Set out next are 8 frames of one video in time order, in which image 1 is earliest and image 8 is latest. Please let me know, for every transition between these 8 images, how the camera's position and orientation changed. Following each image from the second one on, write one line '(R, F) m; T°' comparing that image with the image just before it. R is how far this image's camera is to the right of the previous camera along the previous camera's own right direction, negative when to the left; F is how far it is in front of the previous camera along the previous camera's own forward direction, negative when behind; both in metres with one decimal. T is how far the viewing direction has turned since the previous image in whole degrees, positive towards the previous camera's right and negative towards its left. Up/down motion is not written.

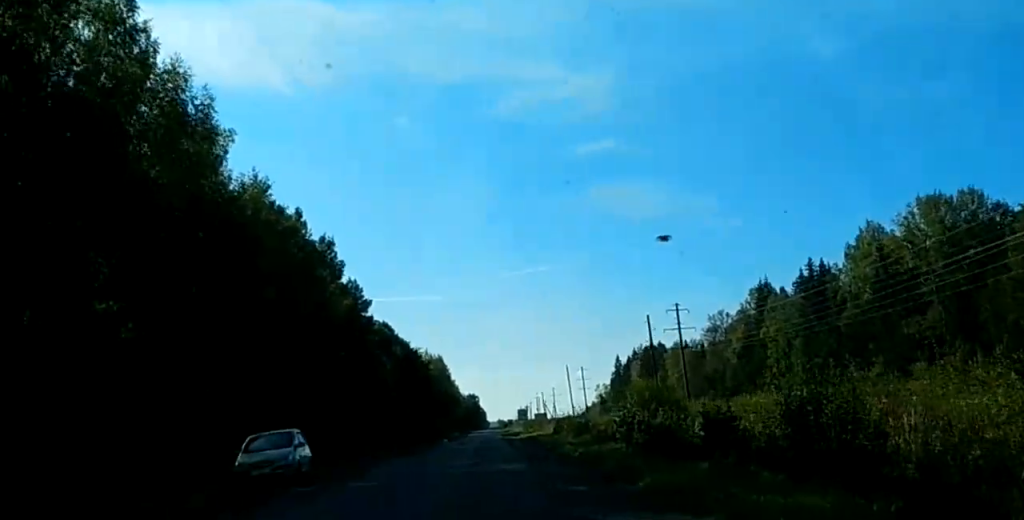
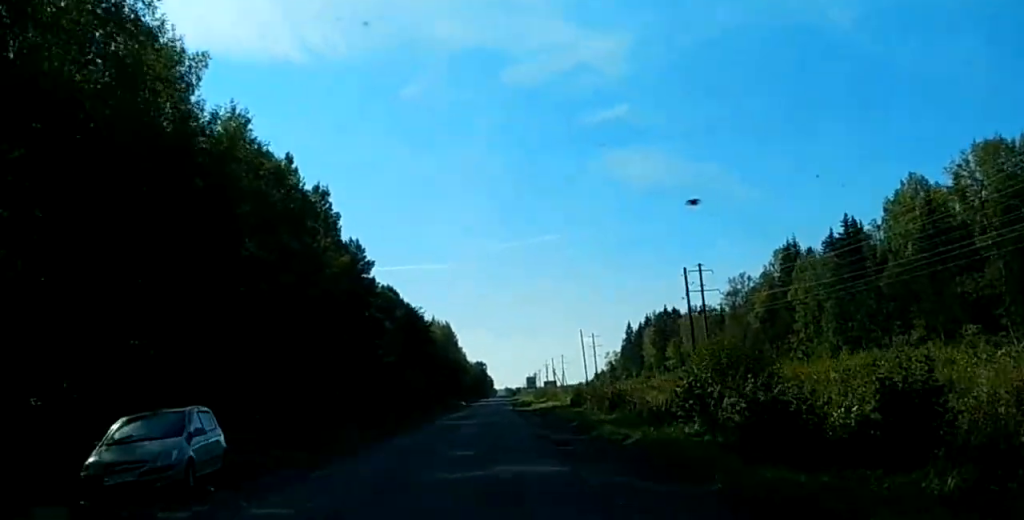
(0.0, +10.2) m; 0°
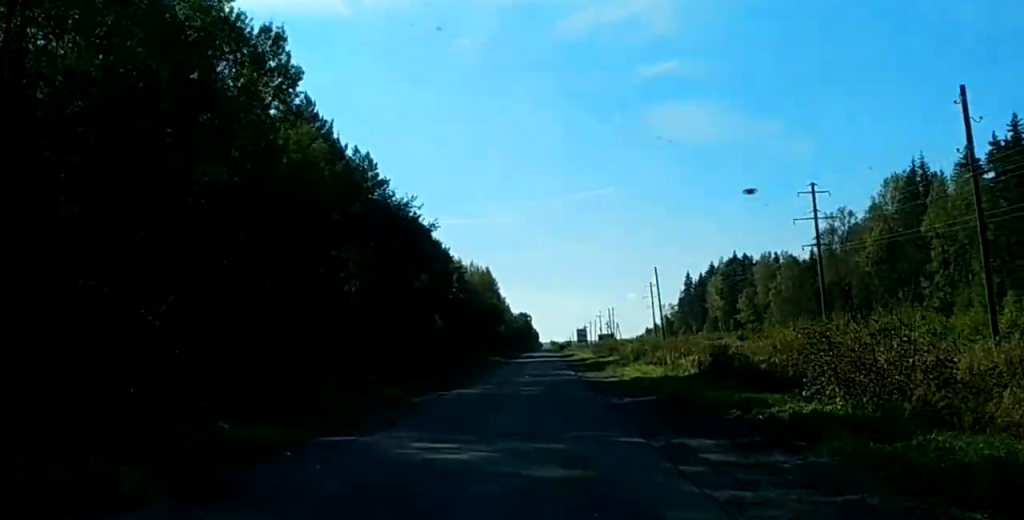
(0.0, +33.8) m; +1°
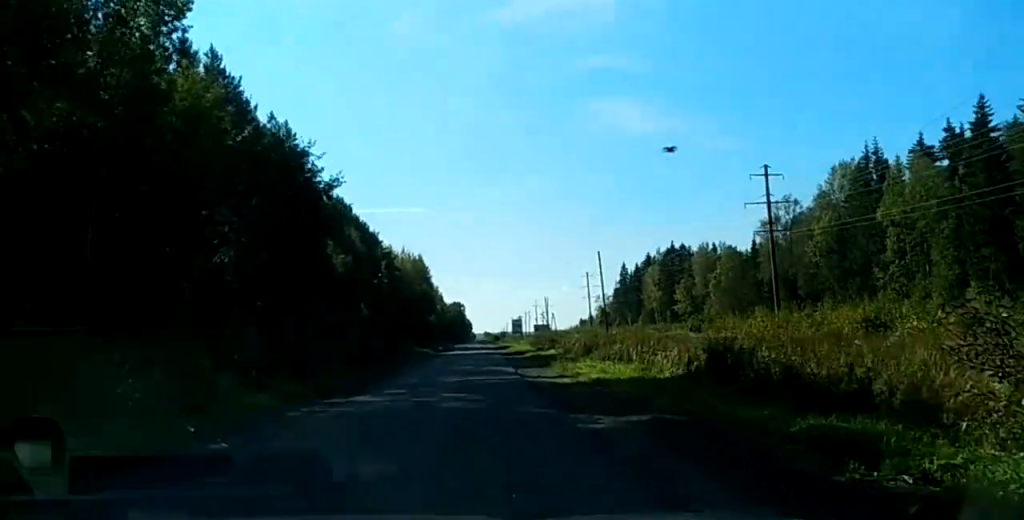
(+0.3, +9.1) m; +1°
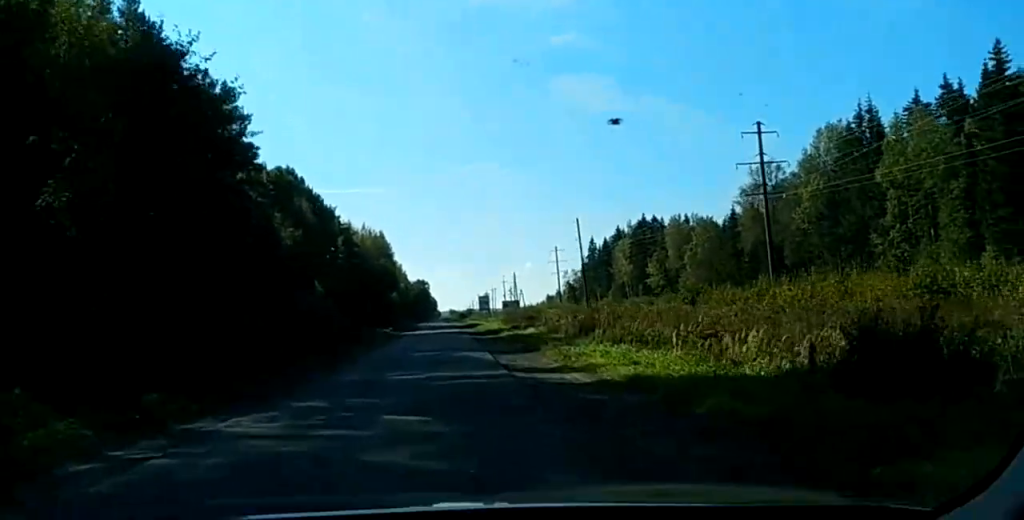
(+0.1, +10.7) m; +1°
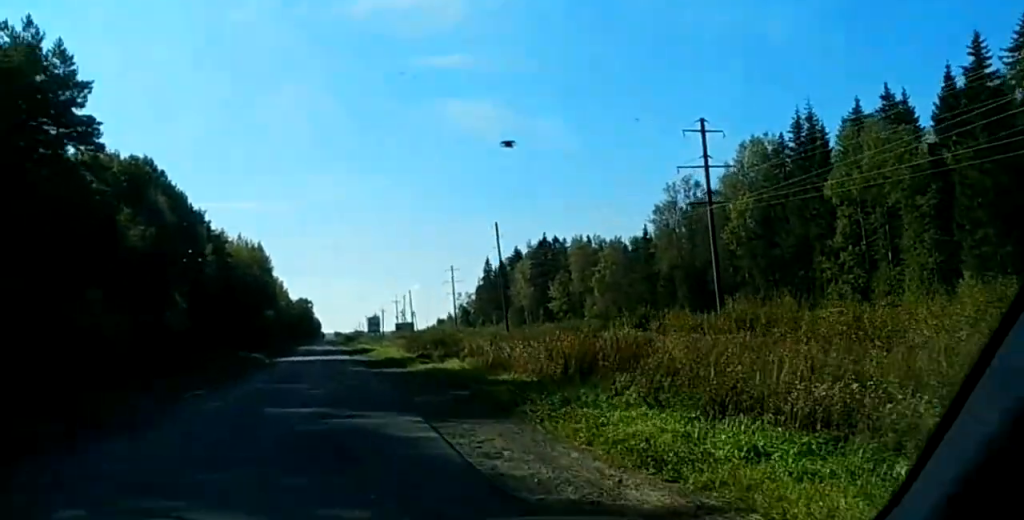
(+0.2, +15.5) m; +1°
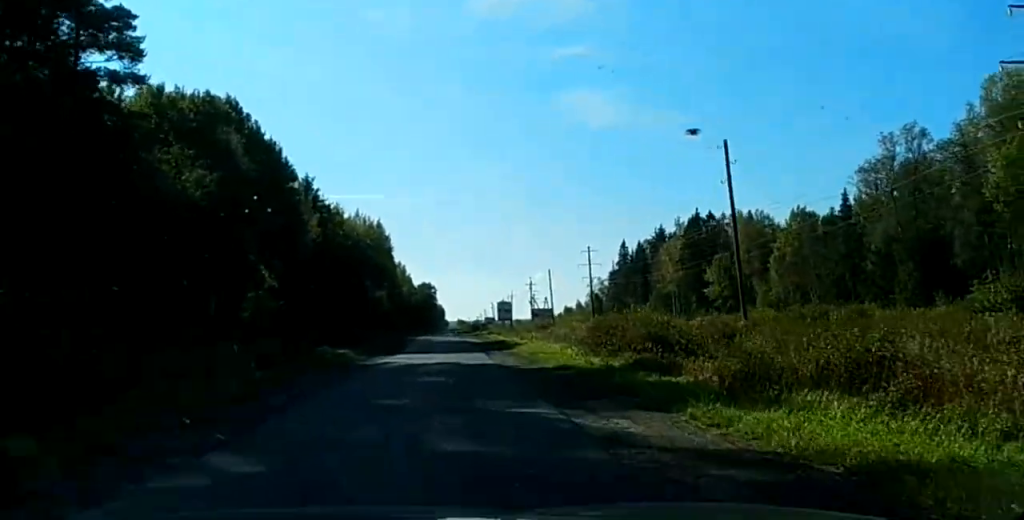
(-0.5, +28.8) m; -2°
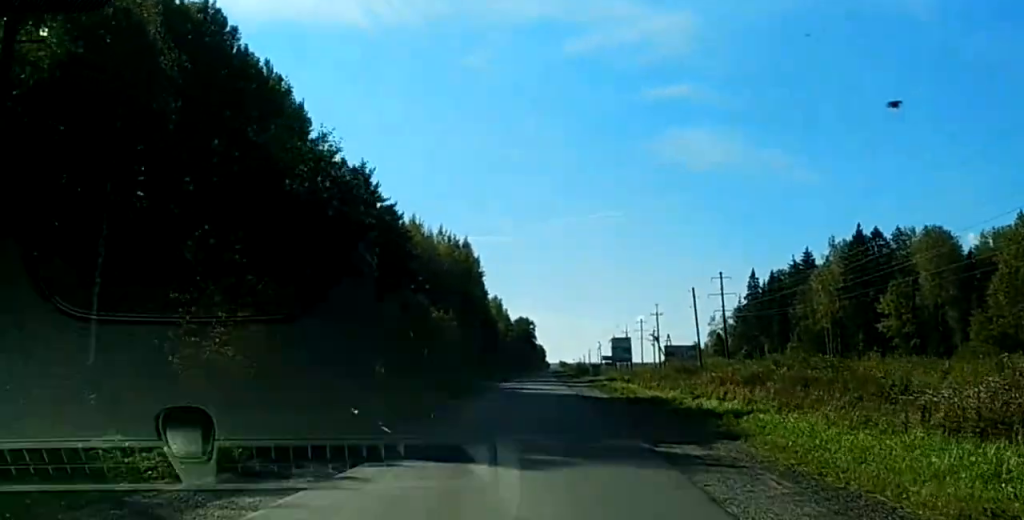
(-0.1, +37.3) m; 0°
